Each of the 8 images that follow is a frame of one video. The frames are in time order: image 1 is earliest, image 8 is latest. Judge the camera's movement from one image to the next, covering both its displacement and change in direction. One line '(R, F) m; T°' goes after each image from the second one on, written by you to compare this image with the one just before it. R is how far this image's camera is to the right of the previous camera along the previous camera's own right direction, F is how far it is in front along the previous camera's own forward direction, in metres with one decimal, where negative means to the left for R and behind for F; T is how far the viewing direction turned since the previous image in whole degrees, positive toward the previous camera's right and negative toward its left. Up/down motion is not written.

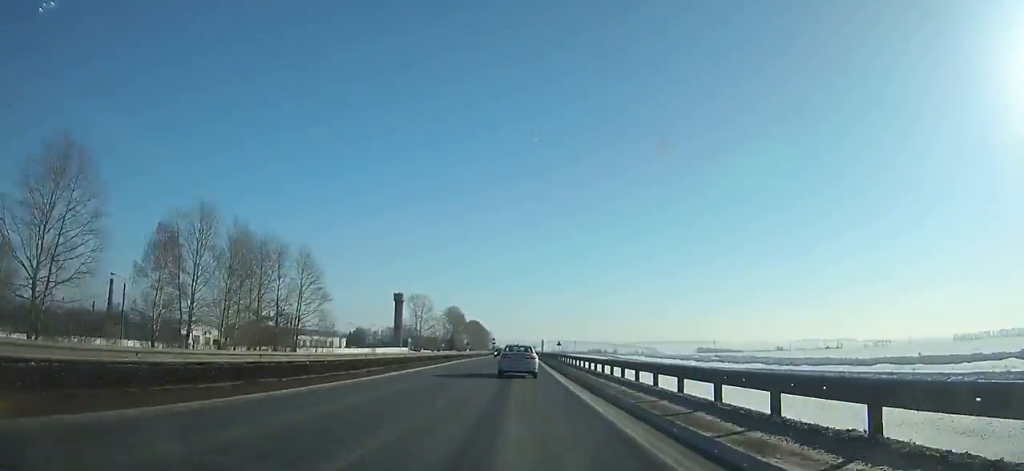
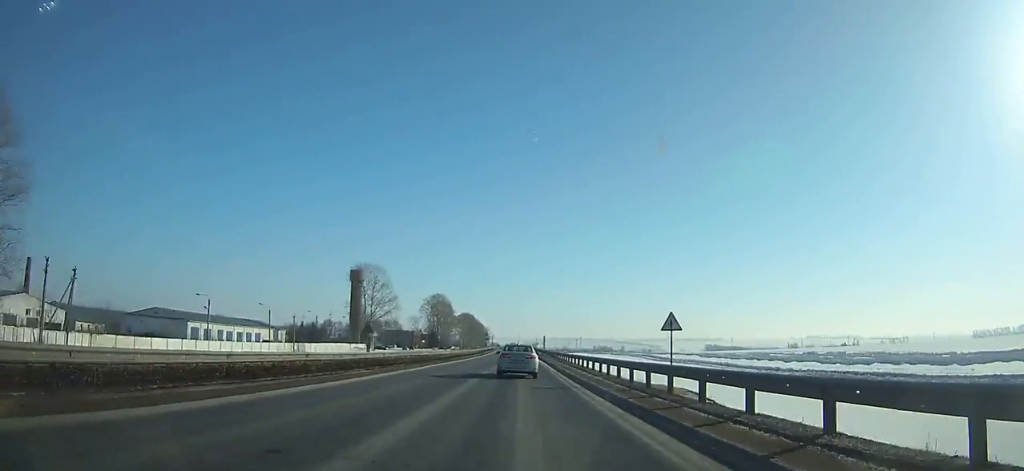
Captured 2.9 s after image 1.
(-0.1, +67.6) m; 0°
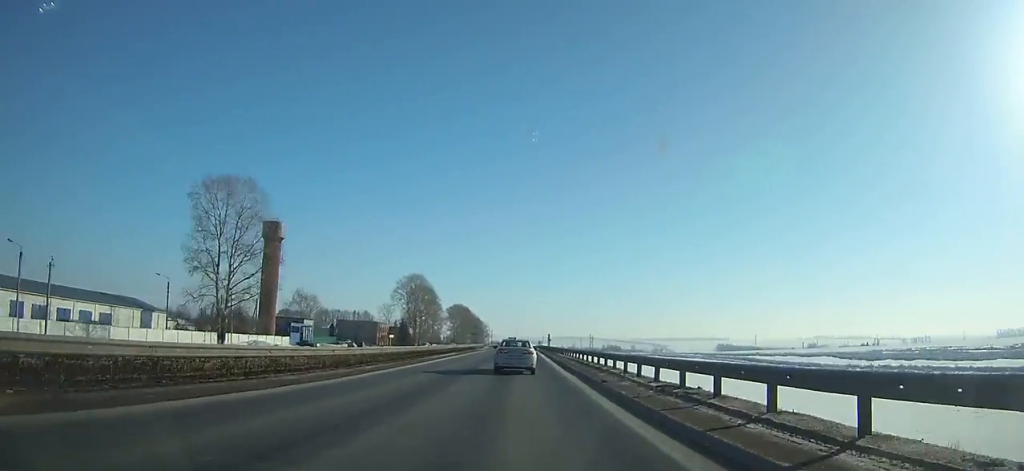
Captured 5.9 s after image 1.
(0.0, +68.9) m; 0°
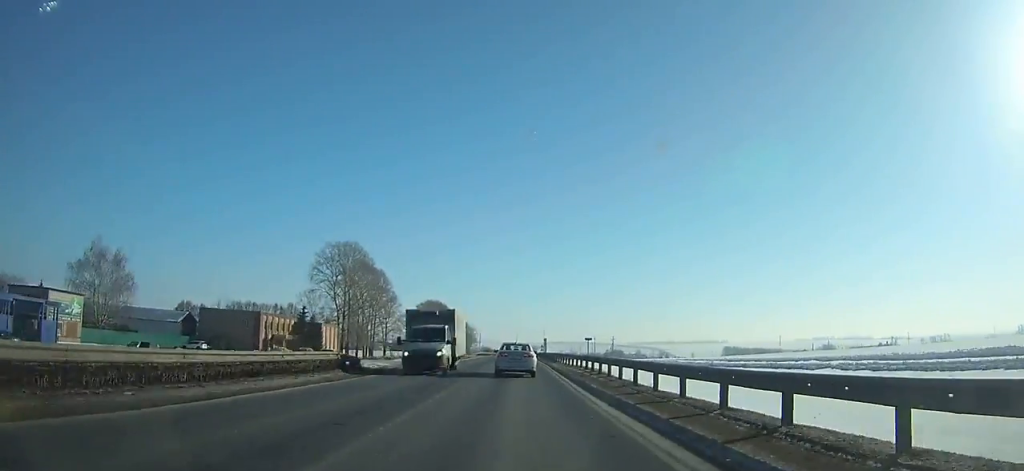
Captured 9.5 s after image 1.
(+0.1, +81.2) m; 0°
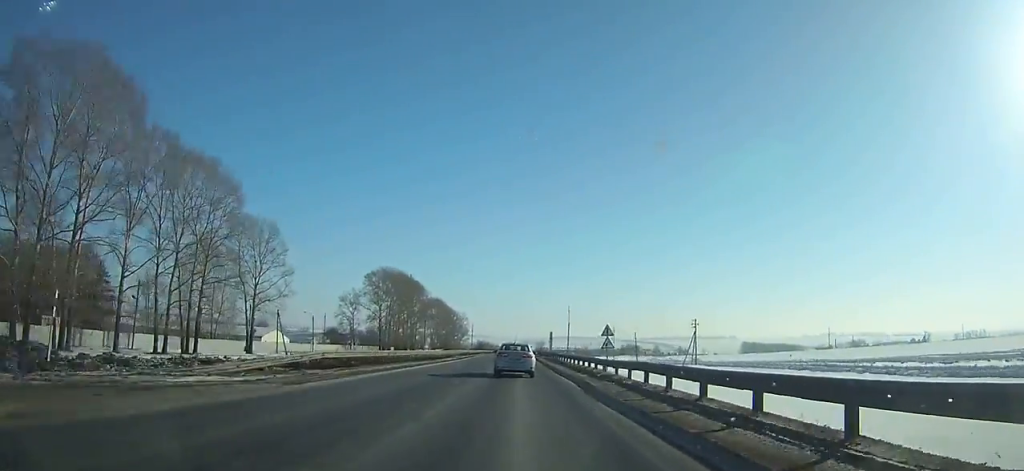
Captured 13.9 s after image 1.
(-0.1, +97.7) m; 0°
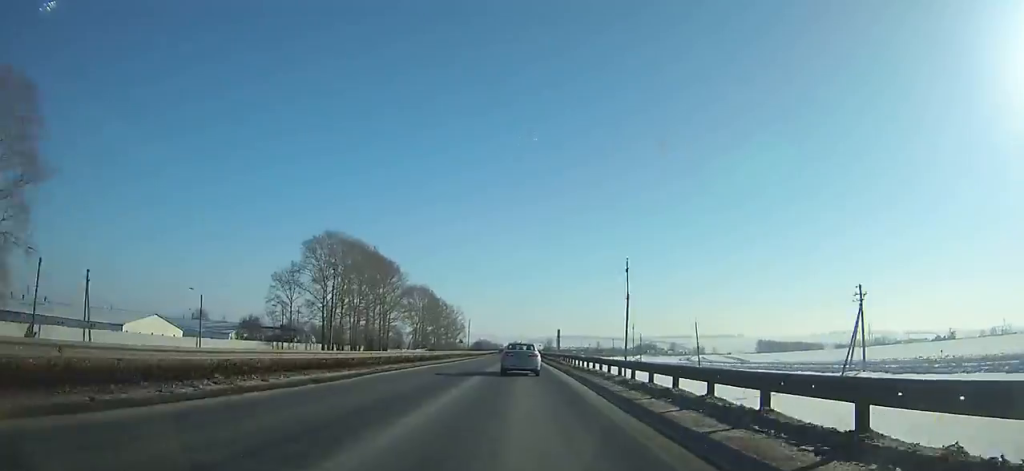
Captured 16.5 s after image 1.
(-0.1, +57.3) m; 0°
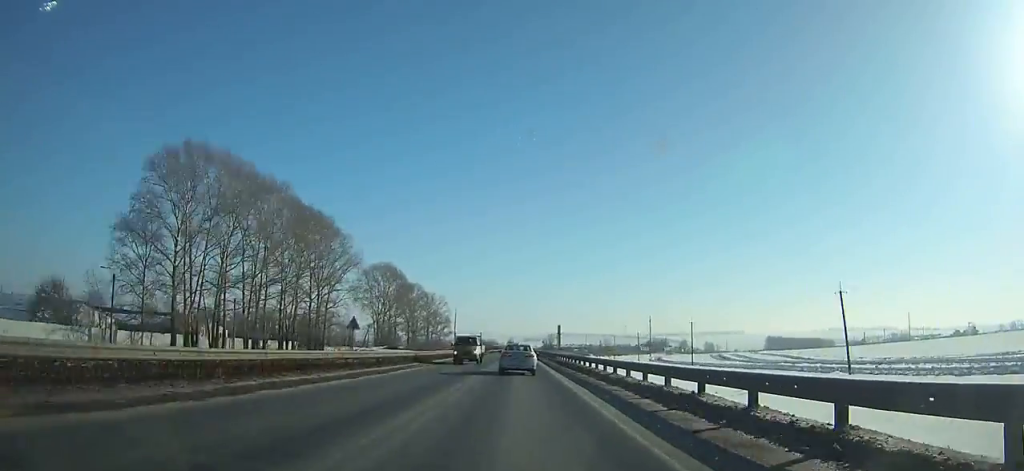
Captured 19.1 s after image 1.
(+0.1, +57.1) m; 0°
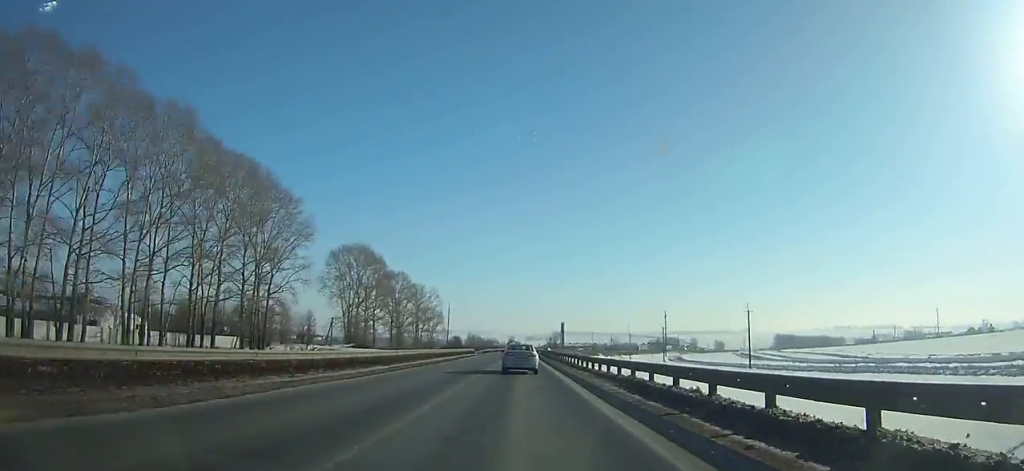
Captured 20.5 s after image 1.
(0.0, +30.6) m; 0°
